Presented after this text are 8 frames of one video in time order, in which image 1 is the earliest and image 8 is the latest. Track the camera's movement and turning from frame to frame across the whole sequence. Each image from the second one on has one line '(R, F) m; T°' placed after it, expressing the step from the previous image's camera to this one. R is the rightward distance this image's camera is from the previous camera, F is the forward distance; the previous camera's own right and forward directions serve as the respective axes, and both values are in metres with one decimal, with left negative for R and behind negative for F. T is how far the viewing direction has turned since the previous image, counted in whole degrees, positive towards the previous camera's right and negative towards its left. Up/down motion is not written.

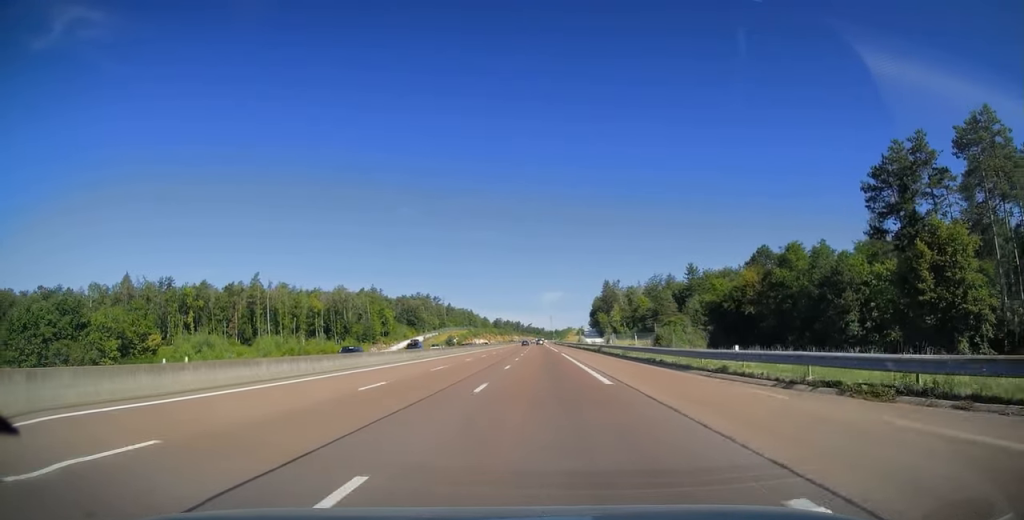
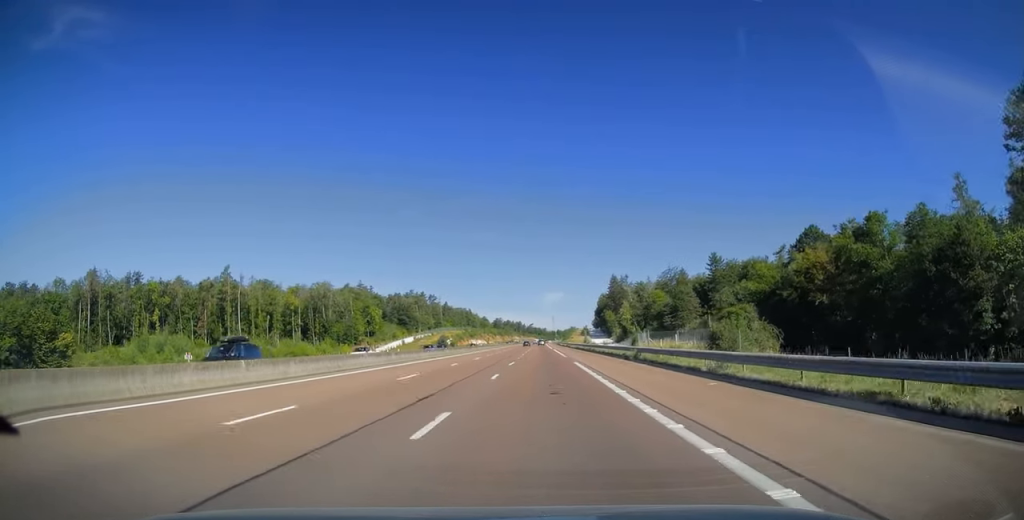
(+0.2, +20.7) m; 0°
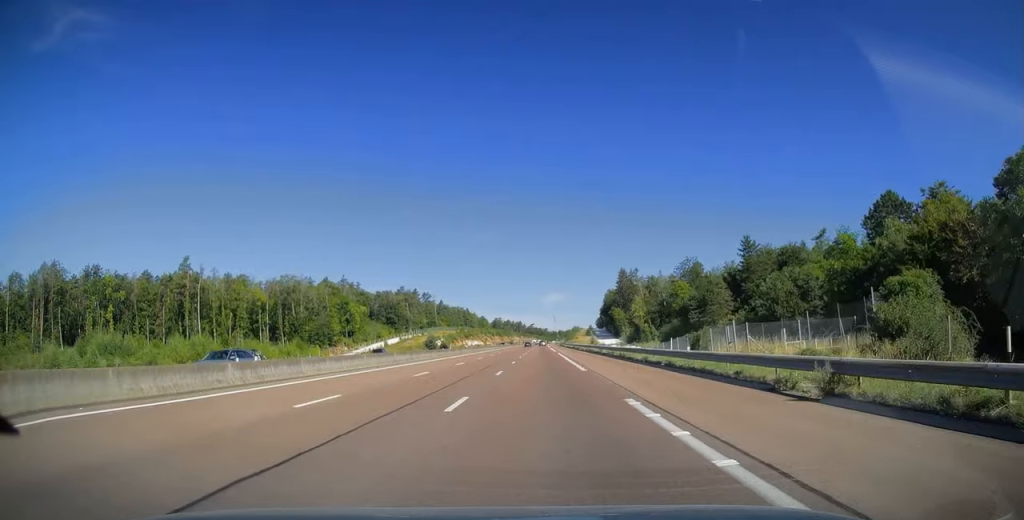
(-0.3, +22.7) m; -1°
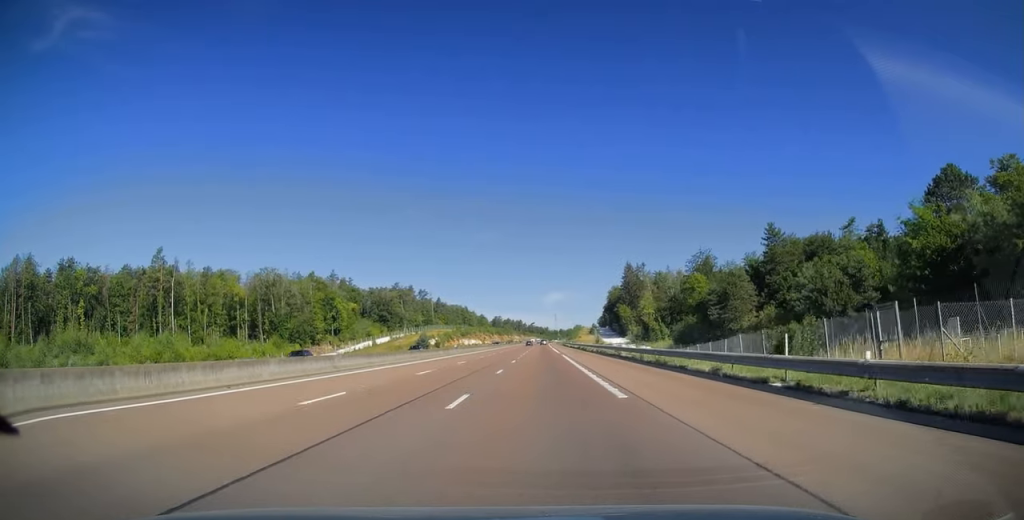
(0.0, +12.6) m; 0°
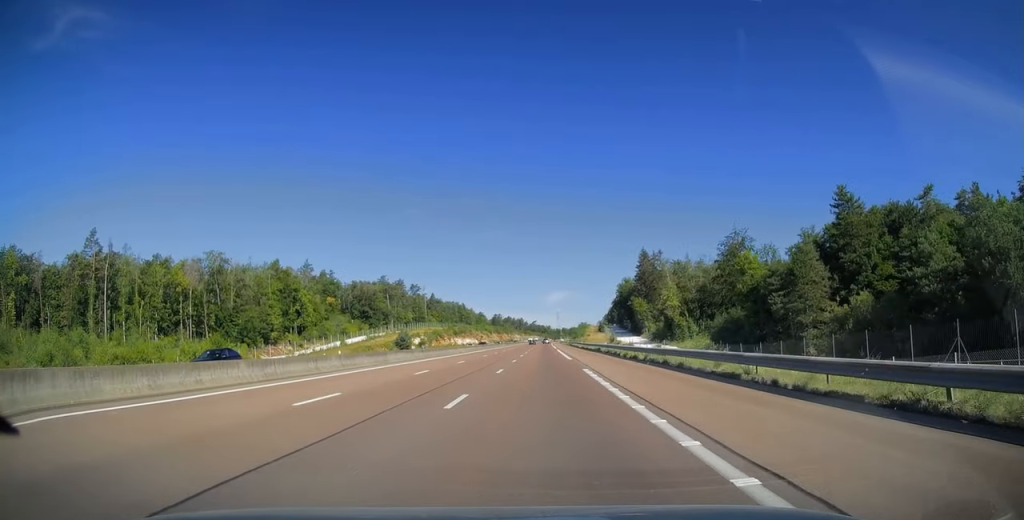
(0.0, +26.2) m; 0°
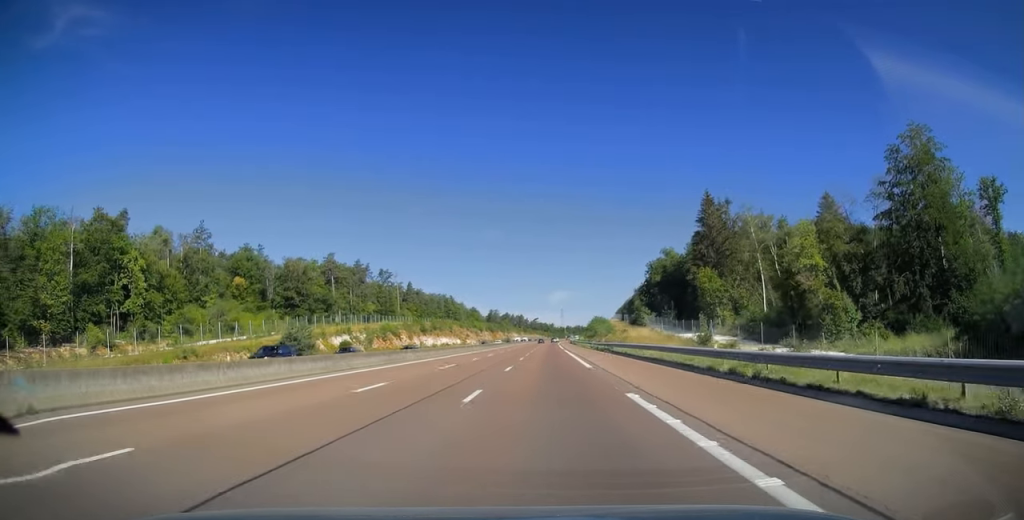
(0.0, +64.1) m; 0°
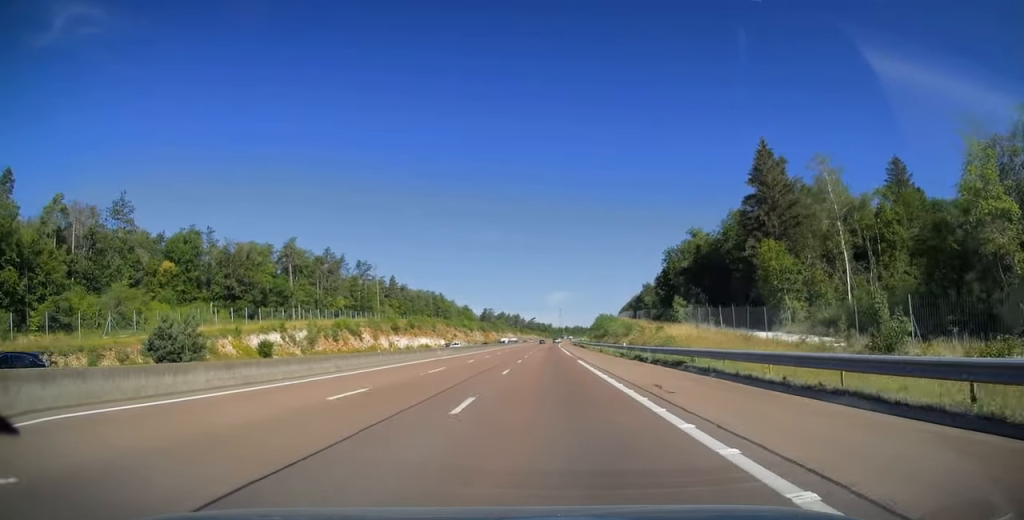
(0.0, +28.5) m; 0°
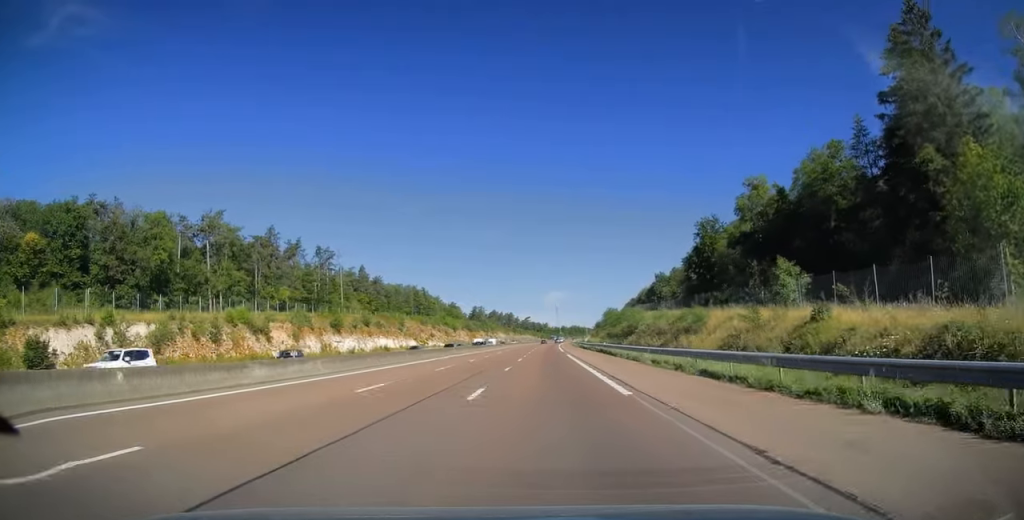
(+0.2, +36.6) m; +1°
